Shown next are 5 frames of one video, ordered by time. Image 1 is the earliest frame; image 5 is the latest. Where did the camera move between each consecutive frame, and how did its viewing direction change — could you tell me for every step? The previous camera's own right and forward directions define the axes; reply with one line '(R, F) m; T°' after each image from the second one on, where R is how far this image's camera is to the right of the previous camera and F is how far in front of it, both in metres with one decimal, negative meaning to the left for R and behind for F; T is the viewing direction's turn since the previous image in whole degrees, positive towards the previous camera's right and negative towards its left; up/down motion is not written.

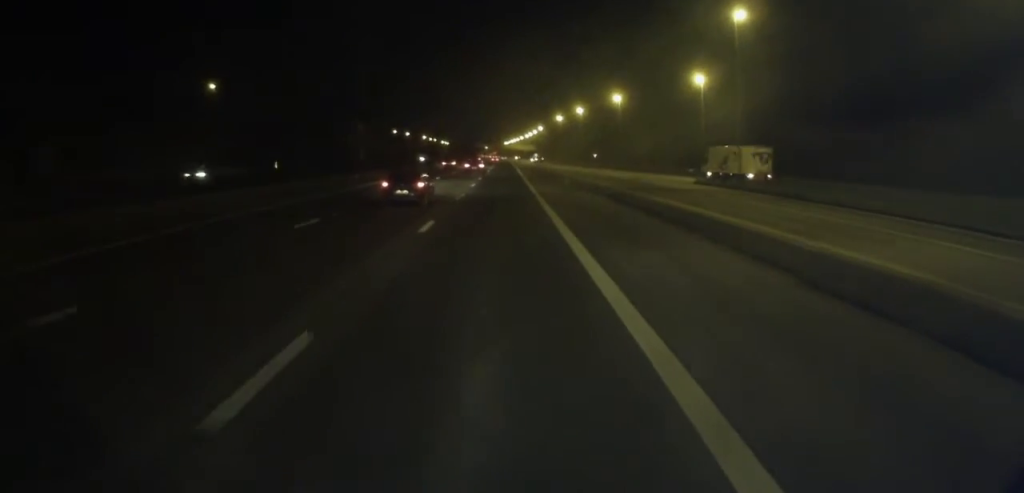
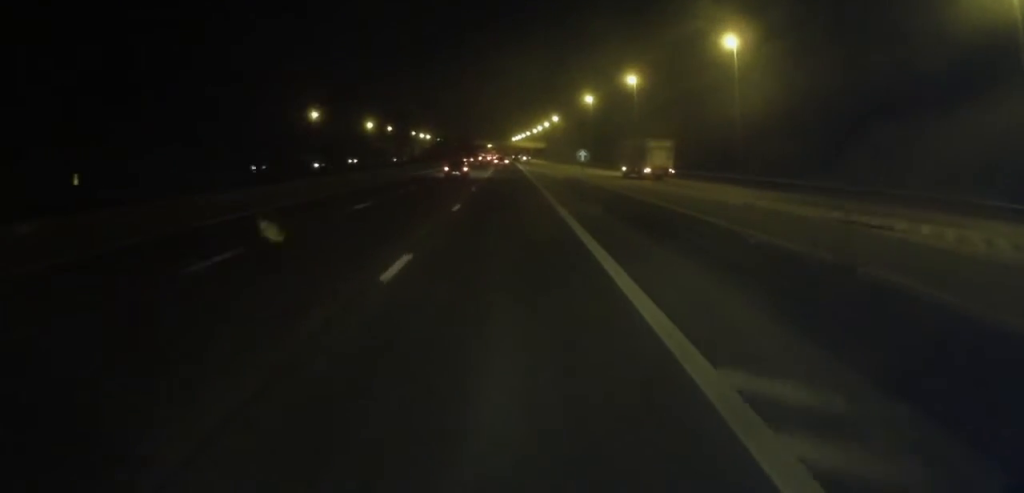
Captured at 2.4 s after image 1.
(-0.3, +56.9) m; -2°
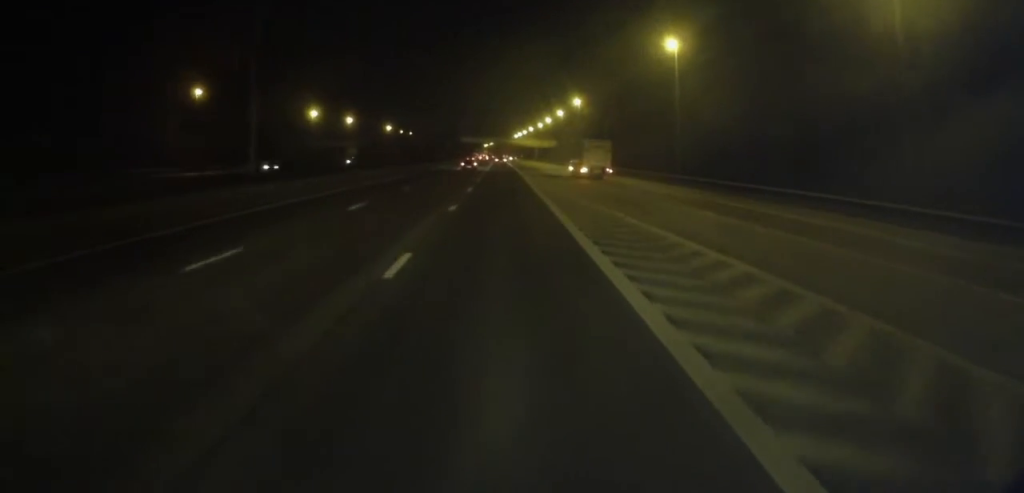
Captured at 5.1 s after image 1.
(-0.1, +62.5) m; +1°
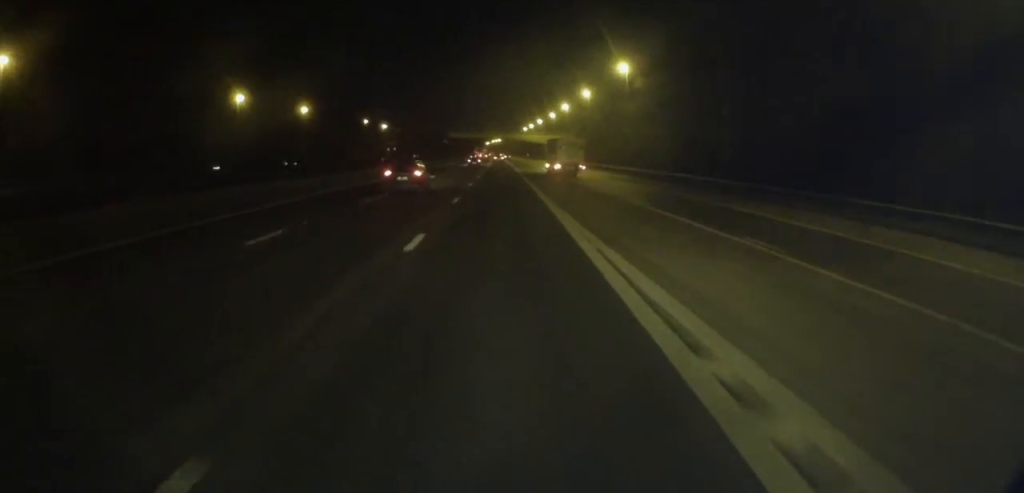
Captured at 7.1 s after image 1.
(+0.3, +47.1) m; 0°
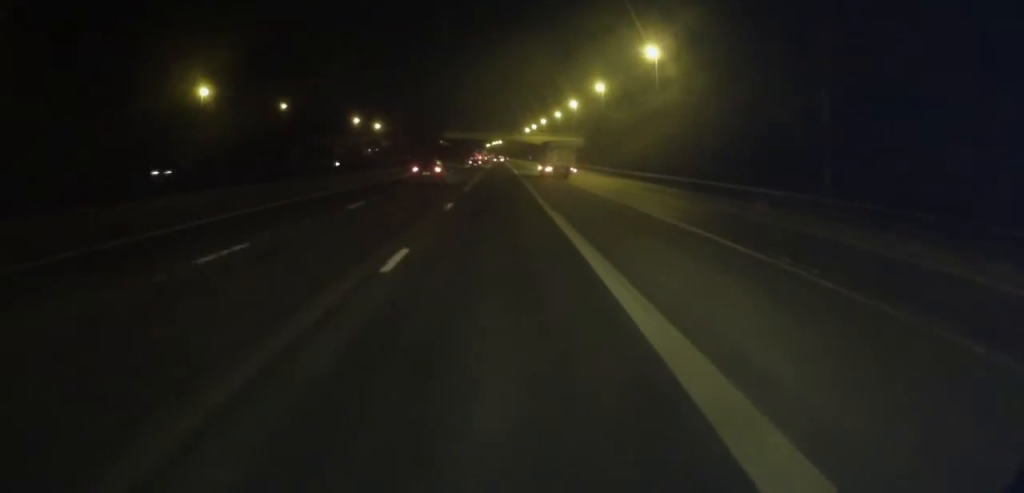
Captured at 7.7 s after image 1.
(-0.1, +14.9) m; 0°
